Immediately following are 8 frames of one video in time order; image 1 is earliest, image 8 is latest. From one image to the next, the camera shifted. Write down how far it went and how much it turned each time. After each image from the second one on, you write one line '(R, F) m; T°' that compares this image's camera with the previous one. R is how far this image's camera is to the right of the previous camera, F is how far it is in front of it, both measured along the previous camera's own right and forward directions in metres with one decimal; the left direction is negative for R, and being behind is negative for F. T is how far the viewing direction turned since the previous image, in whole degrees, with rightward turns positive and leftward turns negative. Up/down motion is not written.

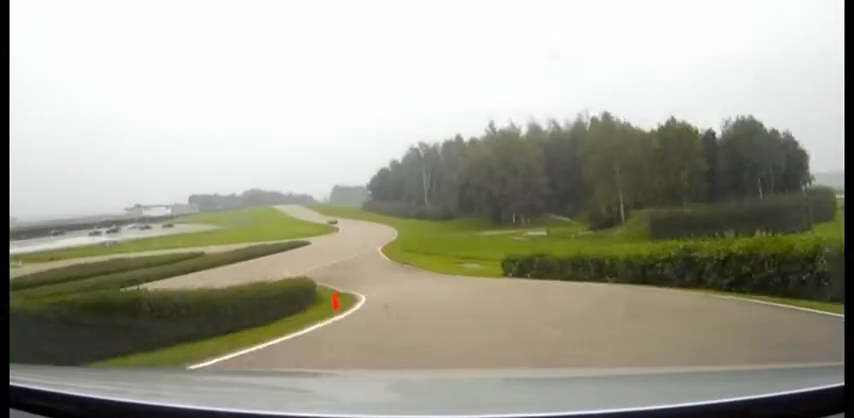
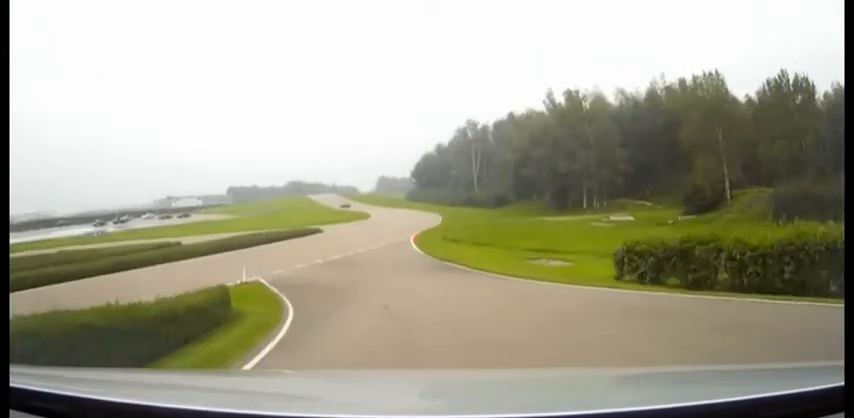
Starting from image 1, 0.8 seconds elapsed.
(-0.3, +18.2) m; -3°
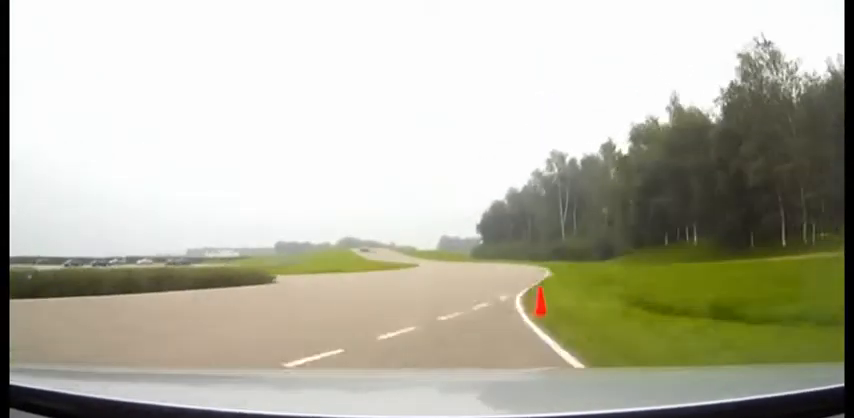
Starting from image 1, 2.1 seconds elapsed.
(-1.6, +33.5) m; -3°
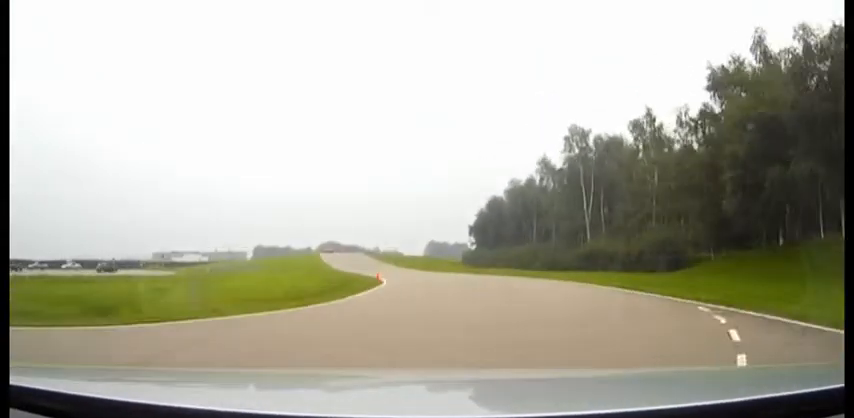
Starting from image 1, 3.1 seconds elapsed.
(+0.2, +25.7) m; -1°
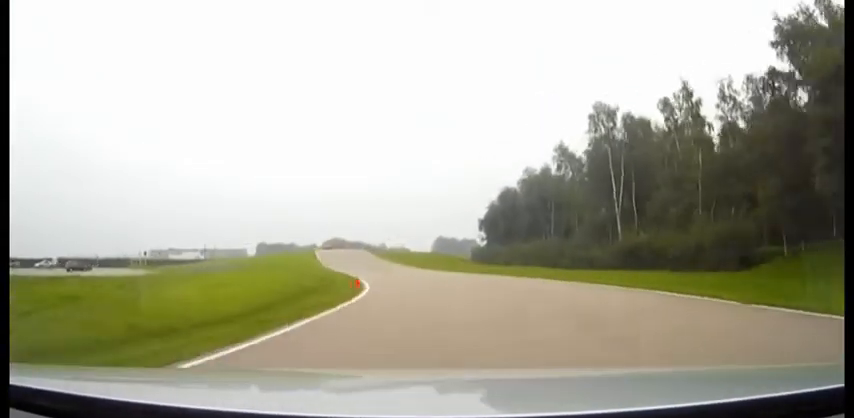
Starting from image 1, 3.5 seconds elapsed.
(0.0, +10.9) m; -2°
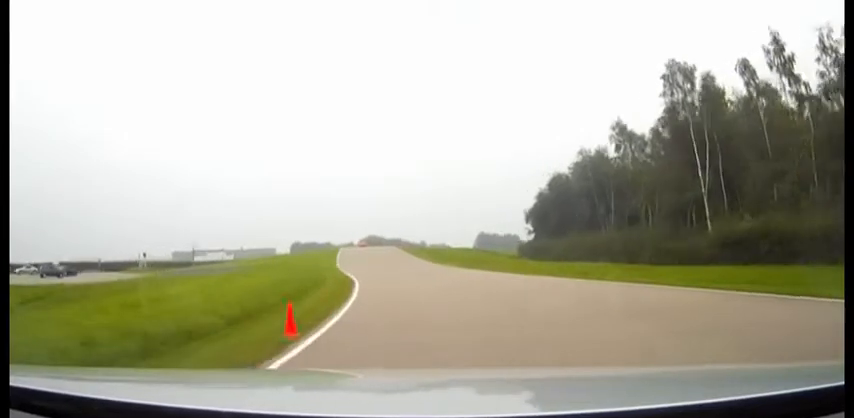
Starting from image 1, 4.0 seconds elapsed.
(-0.2, +14.4) m; -3°
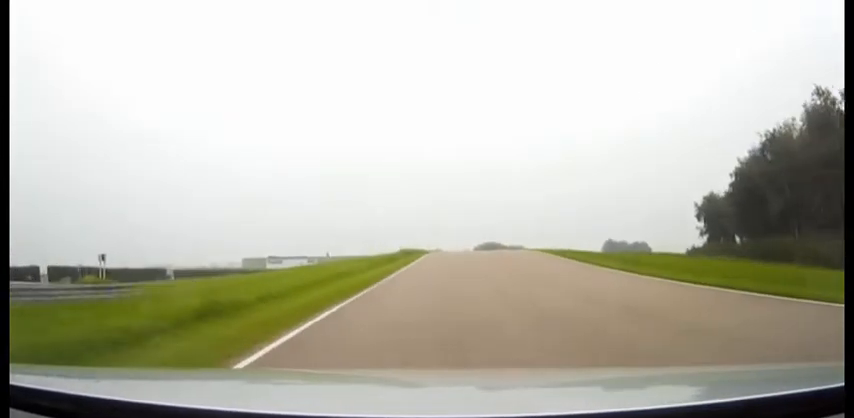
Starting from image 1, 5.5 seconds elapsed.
(-3.4, +42.4) m; -7°
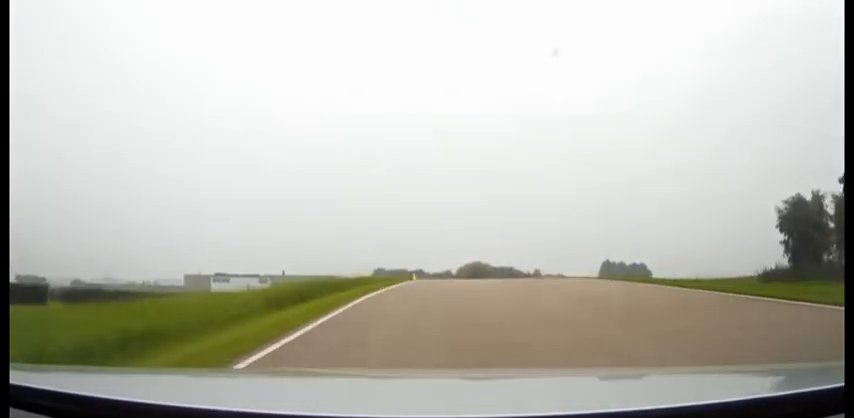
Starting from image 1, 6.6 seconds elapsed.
(-0.6, +33.6) m; +1°
